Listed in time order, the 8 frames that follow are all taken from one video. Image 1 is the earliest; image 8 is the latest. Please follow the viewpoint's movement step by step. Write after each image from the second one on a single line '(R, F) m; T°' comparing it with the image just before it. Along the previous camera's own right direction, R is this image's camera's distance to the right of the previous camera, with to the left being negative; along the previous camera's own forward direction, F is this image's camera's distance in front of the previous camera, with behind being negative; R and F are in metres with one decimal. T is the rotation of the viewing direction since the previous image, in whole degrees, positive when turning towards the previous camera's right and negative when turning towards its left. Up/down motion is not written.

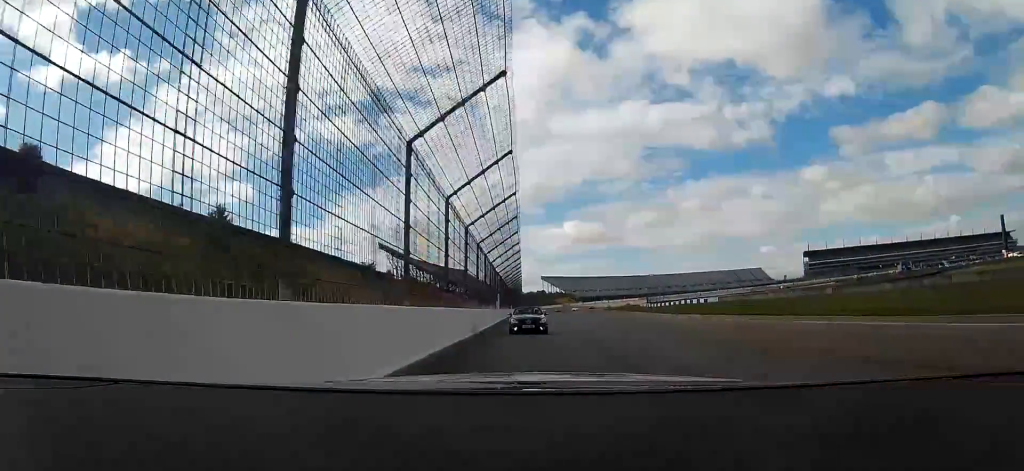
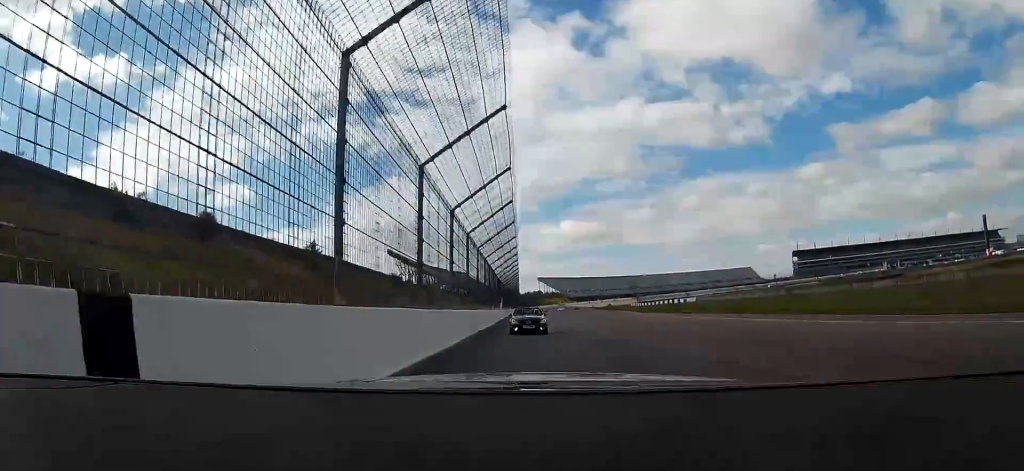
(+0.1, +17.4) m; 0°
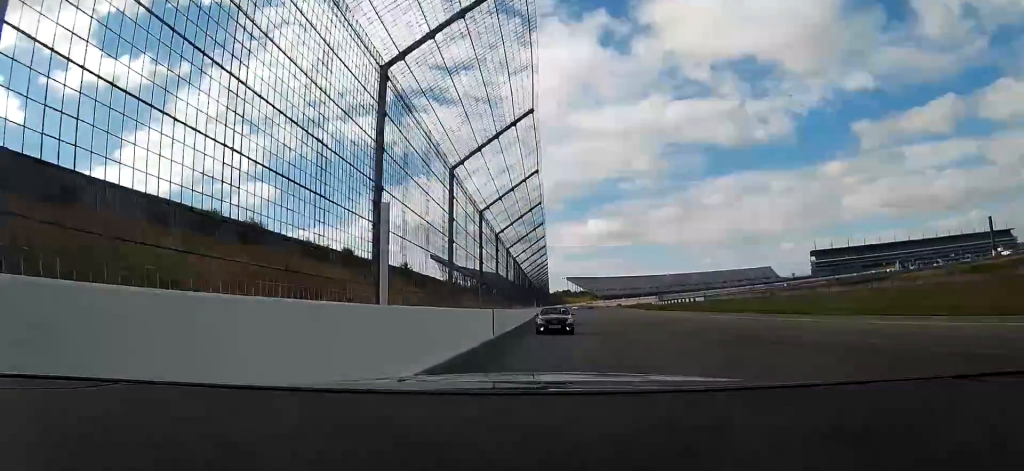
(-0.4, +23.5) m; -4°
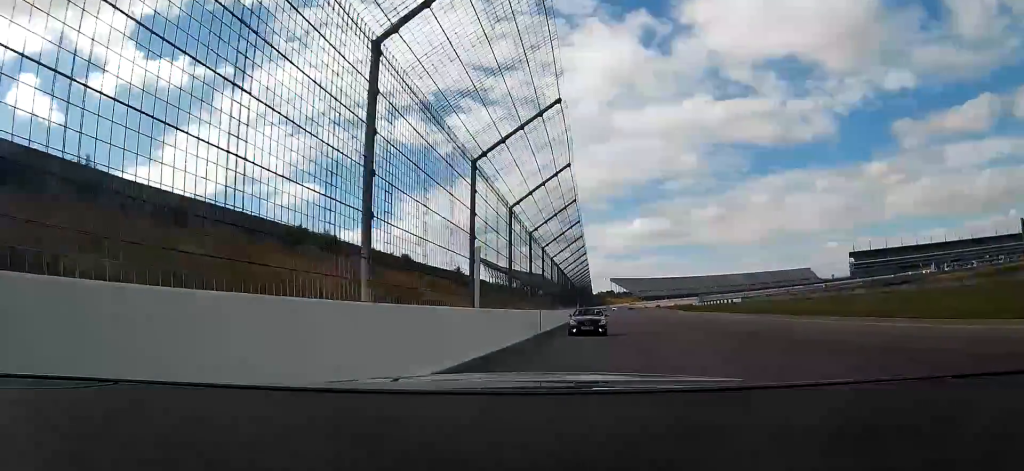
(-0.1, +6.5) m; -4°
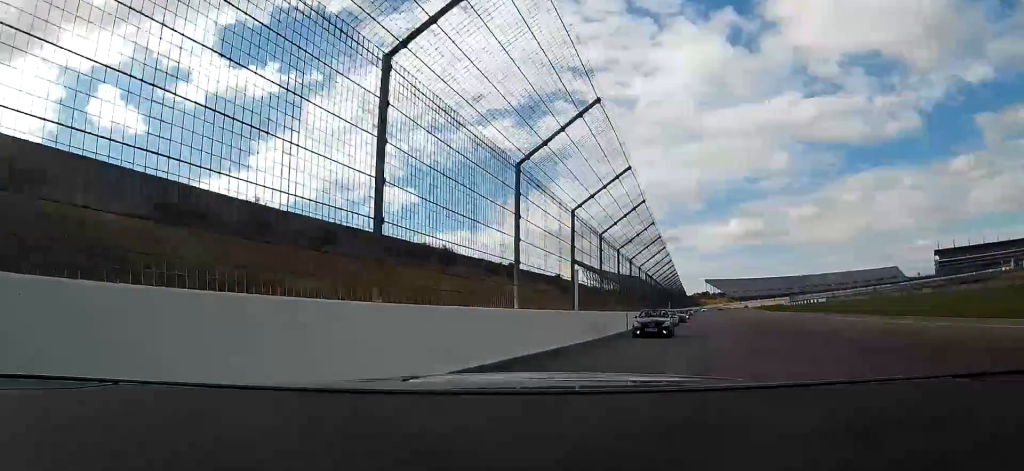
(-0.2, +7.7) m; -6°
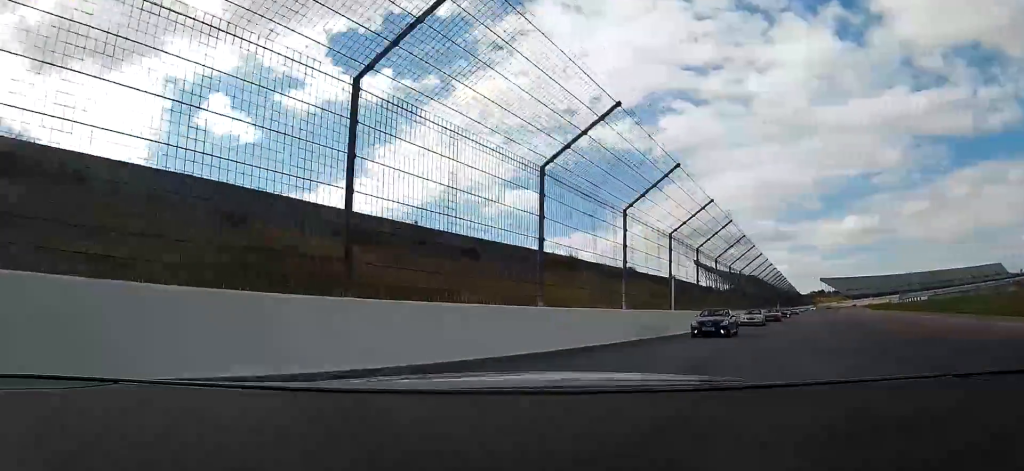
(-0.3, +7.6) m; -9°
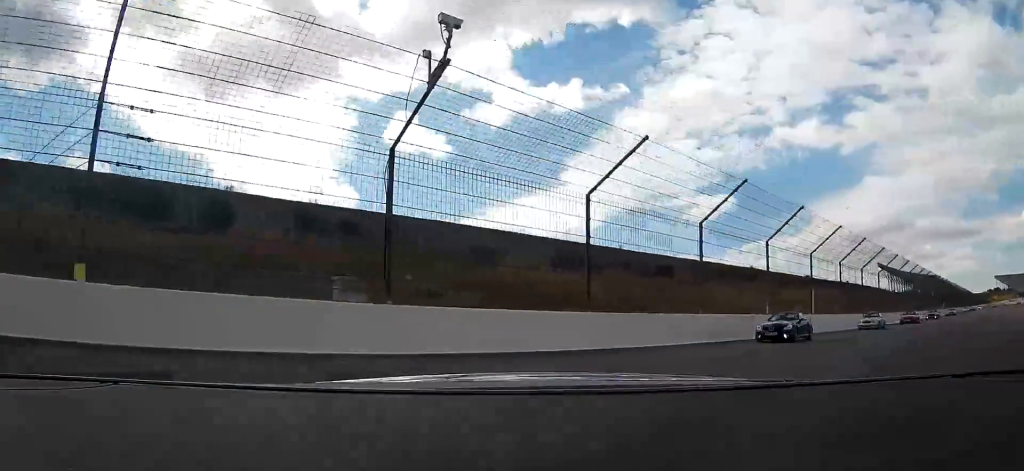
(-1.2, +9.3) m; -18°
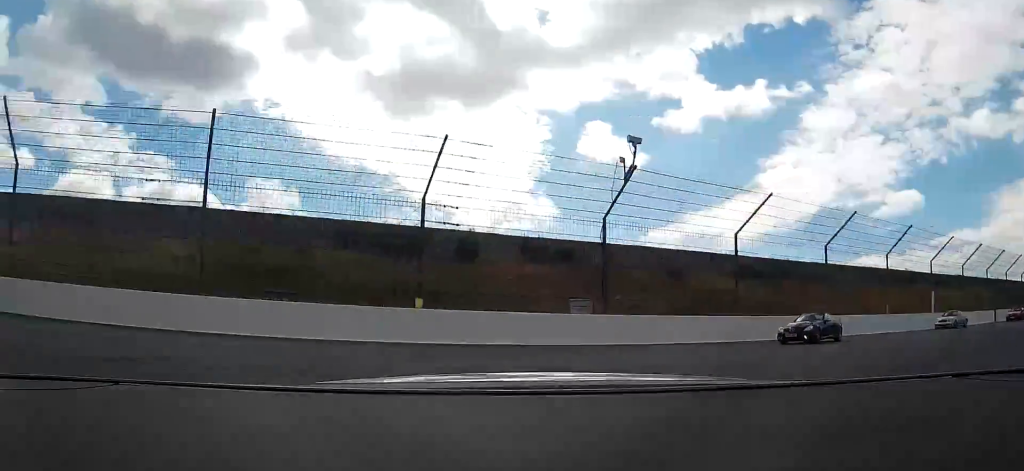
(-1.0, +8.5) m; -20°
